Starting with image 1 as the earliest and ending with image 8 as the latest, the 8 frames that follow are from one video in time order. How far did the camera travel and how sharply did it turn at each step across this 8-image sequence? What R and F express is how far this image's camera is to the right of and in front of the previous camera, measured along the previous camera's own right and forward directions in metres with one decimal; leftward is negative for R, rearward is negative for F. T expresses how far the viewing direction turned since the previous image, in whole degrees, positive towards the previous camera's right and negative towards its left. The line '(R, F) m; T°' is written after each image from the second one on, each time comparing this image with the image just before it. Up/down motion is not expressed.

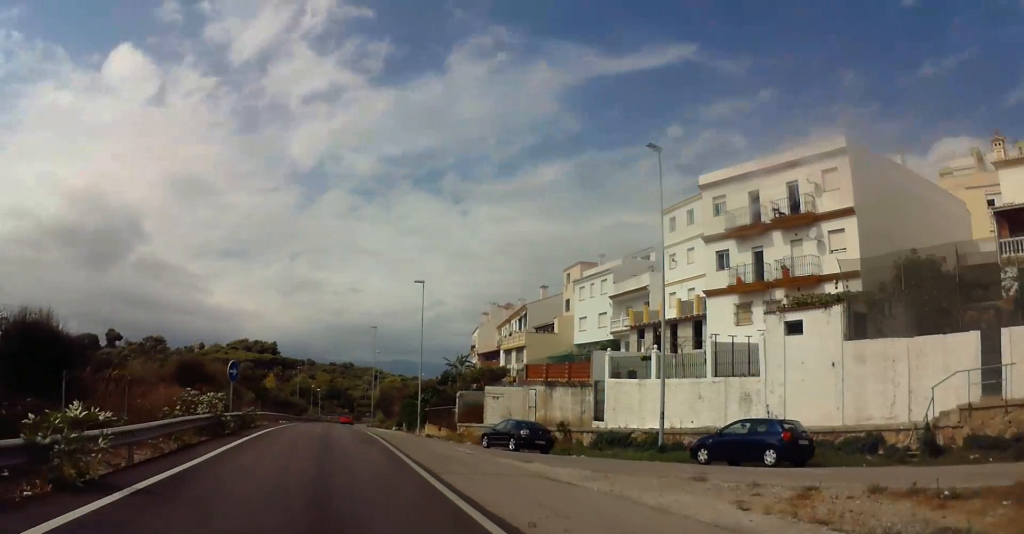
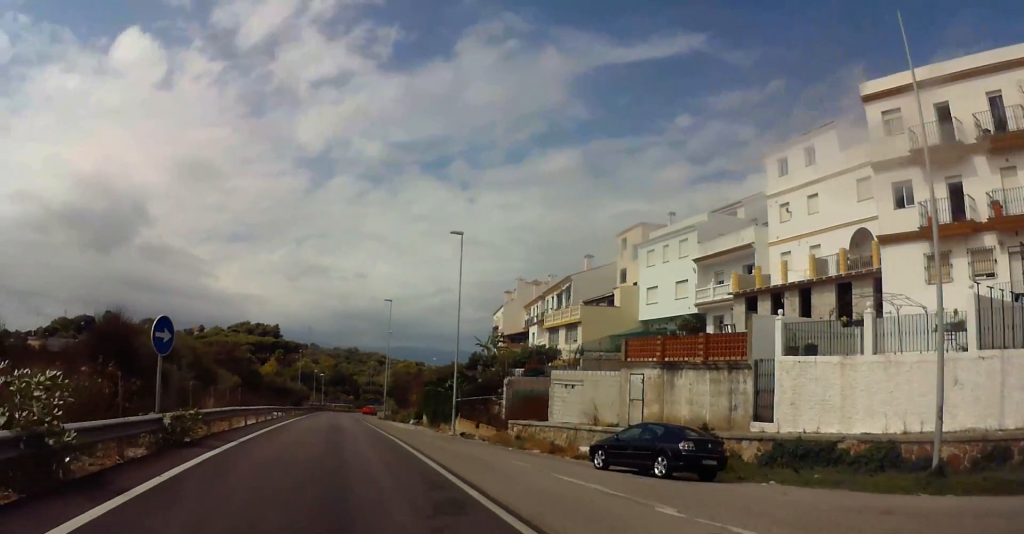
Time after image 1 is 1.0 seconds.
(-0.1, +13.2) m; 0°
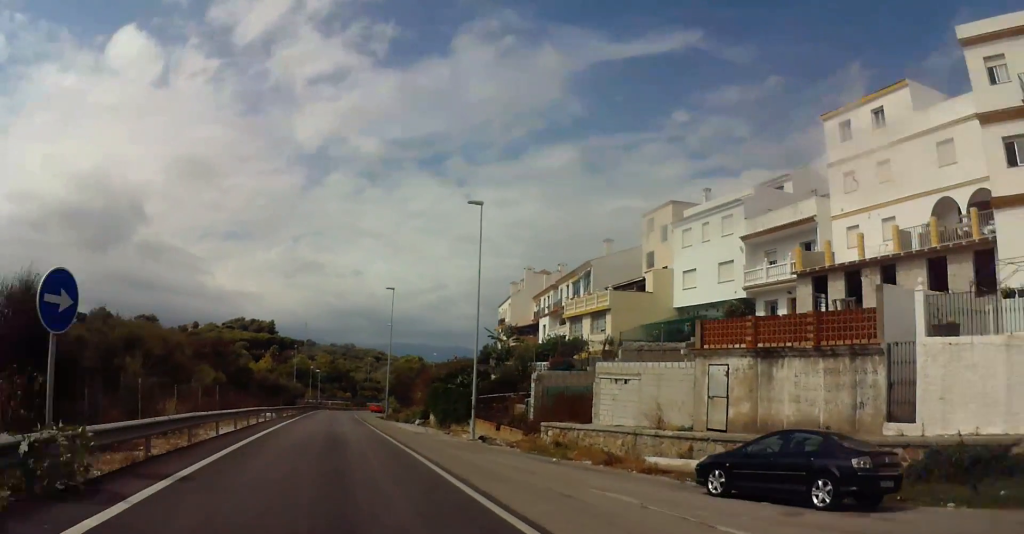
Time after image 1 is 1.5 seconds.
(0.0, +6.9) m; 0°
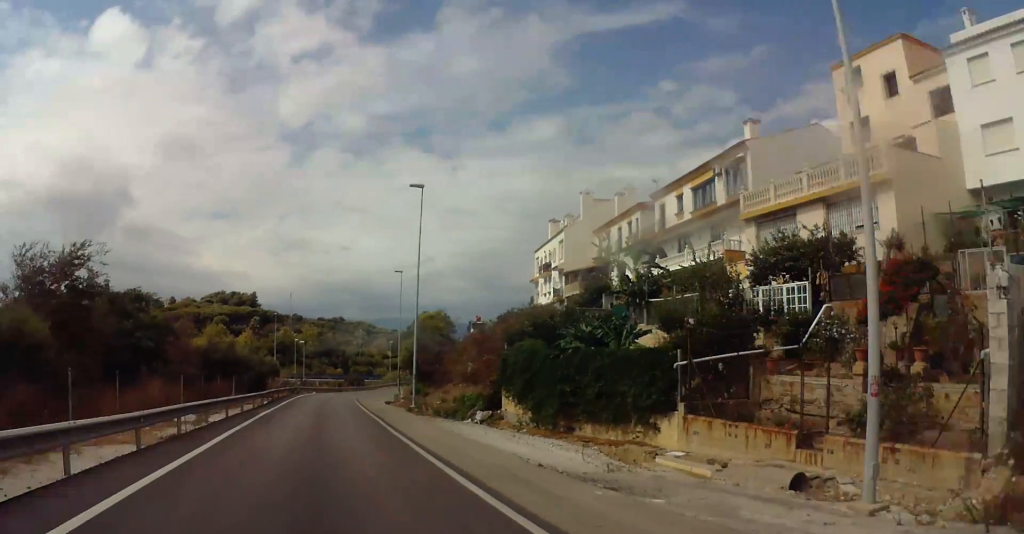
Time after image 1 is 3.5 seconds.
(+0.1, +26.9) m; -1°
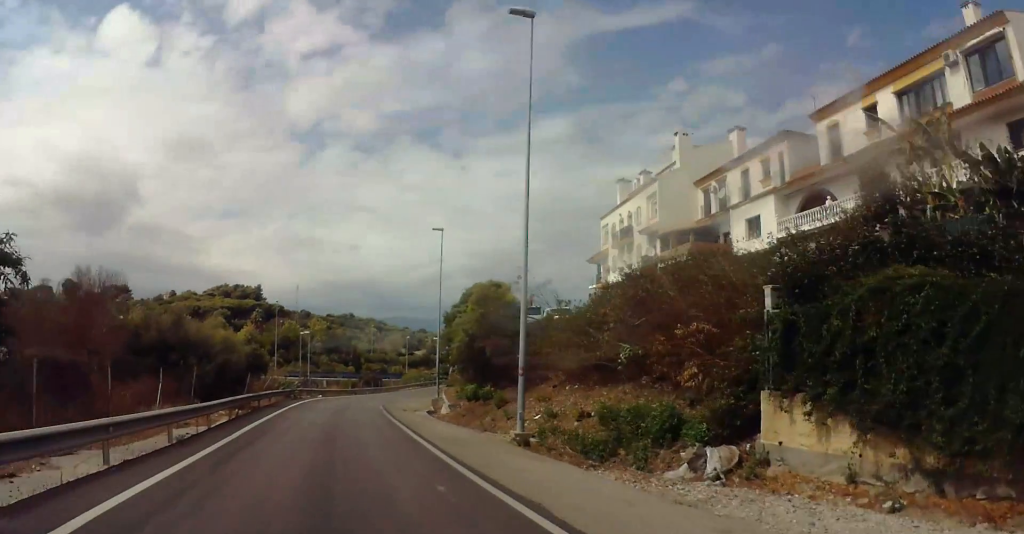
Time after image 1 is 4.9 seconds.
(-0.1, +18.6) m; +4°
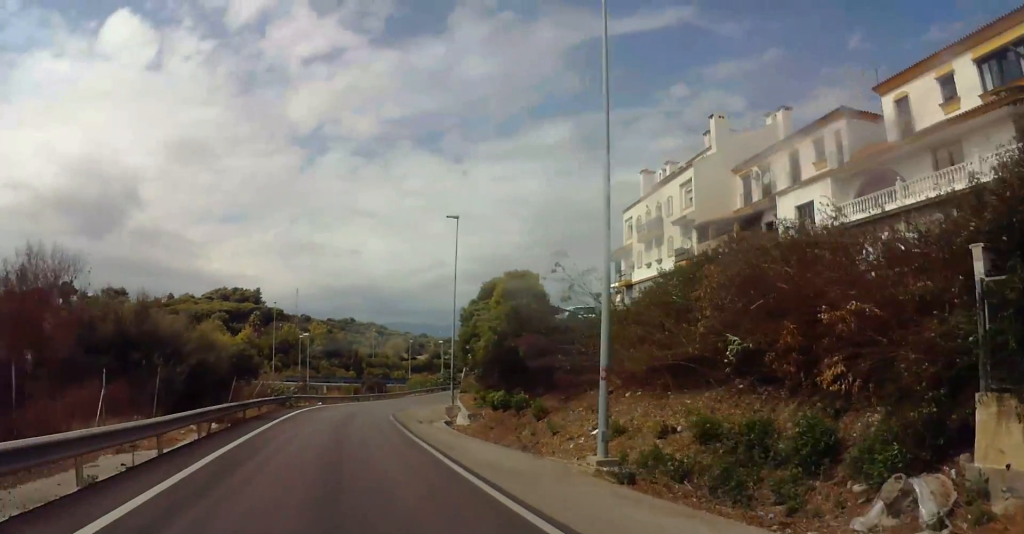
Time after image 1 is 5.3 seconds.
(-0.1, +6.0) m; +2°
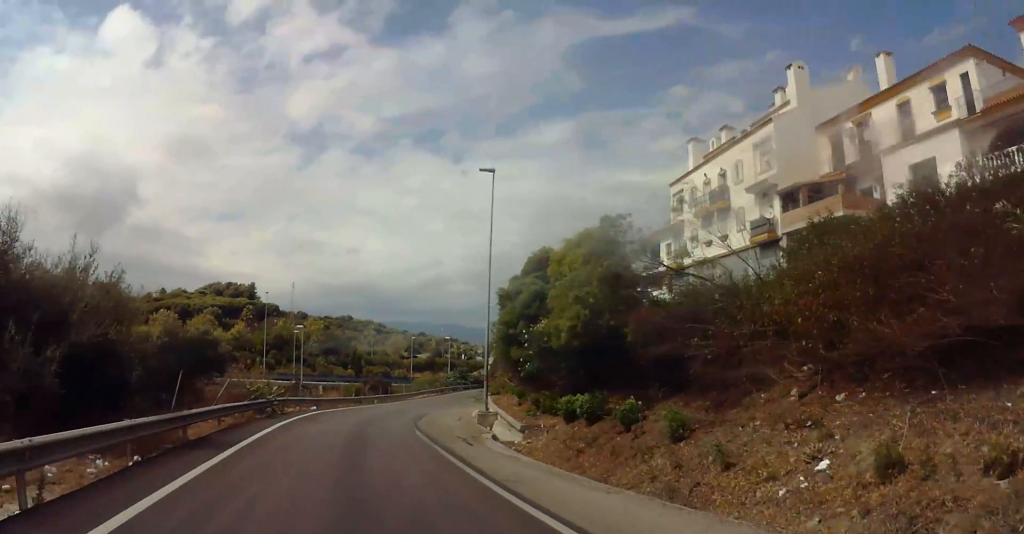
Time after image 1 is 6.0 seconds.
(+0.6, +9.2) m; +3°
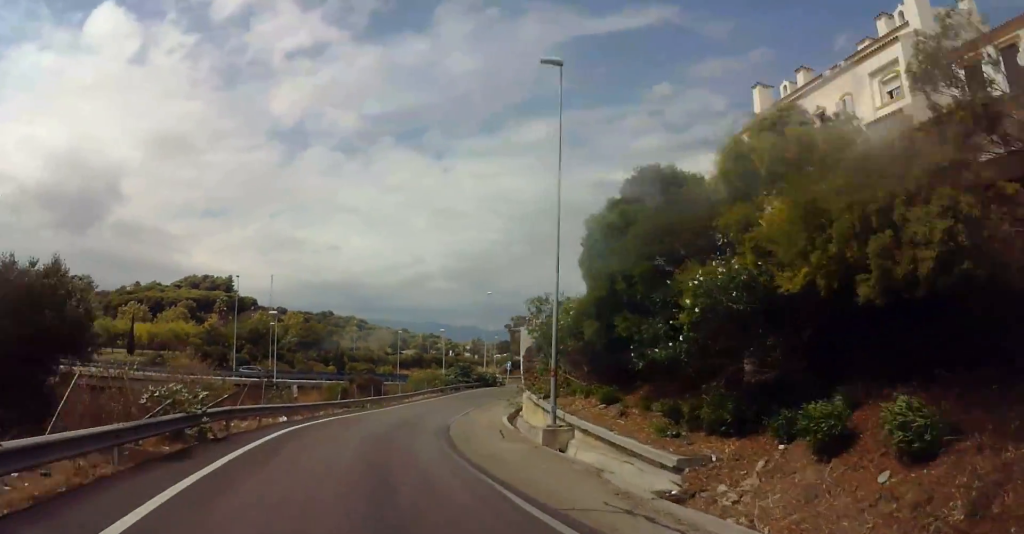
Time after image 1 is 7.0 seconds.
(+0.2, +12.8) m; +1°
